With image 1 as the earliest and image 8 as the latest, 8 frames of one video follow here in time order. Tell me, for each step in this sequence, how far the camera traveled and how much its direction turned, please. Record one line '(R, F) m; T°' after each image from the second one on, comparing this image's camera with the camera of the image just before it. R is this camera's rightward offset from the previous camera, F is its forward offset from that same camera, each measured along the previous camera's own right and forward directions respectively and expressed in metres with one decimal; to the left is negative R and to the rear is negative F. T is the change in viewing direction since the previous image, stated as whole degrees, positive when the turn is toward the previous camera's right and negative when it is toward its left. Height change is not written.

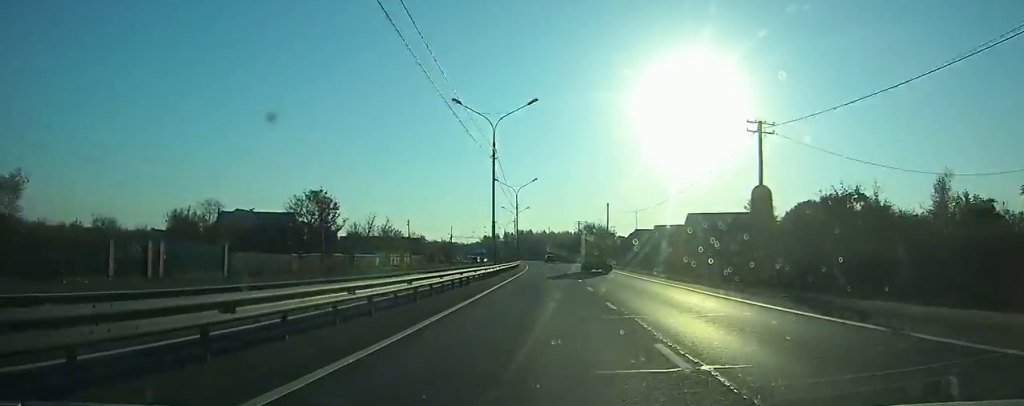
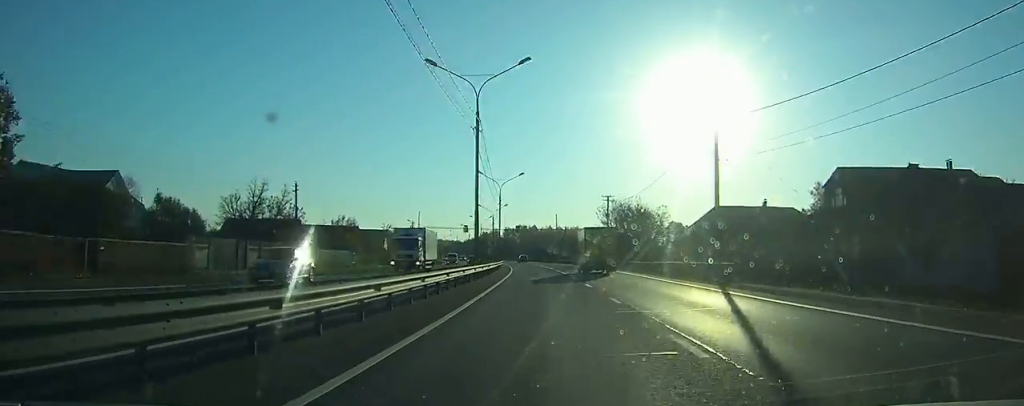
(-0.1, +46.6) m; -1°
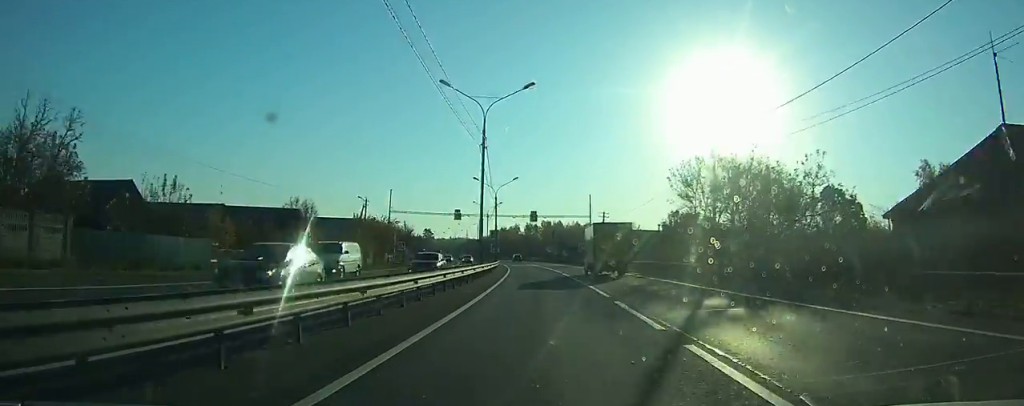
(-0.5, +36.5) m; -2°
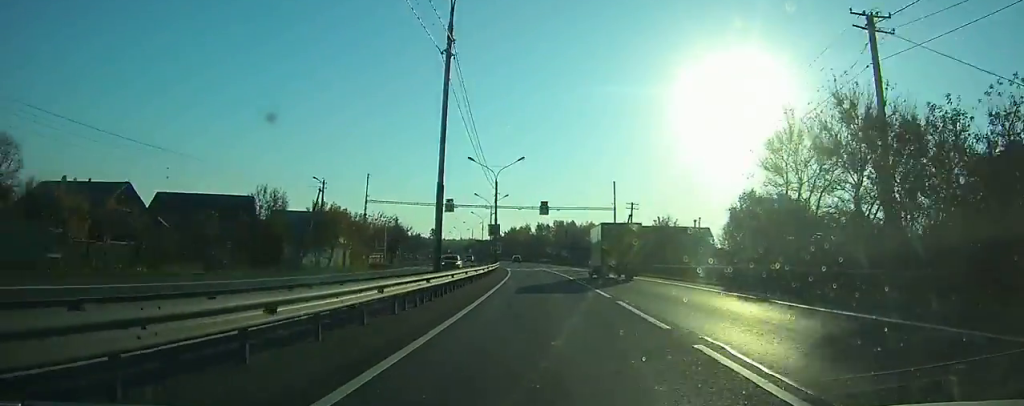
(-0.1, +15.7) m; -1°
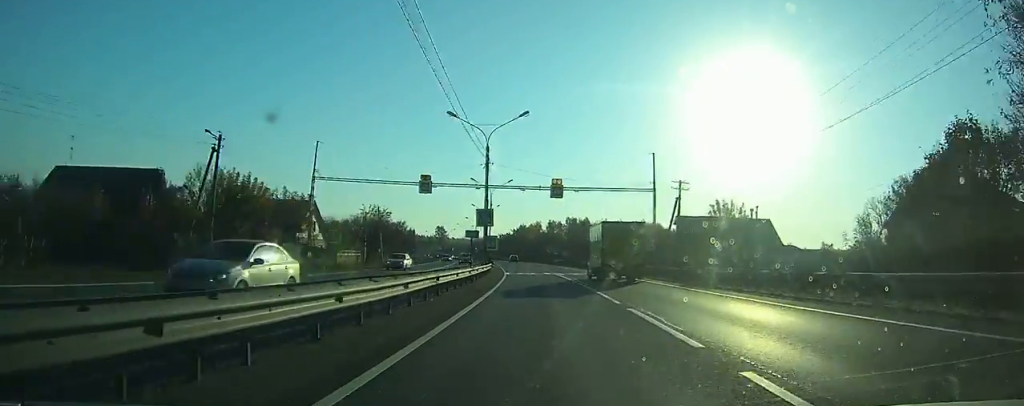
(-0.1, +18.0) m; -1°
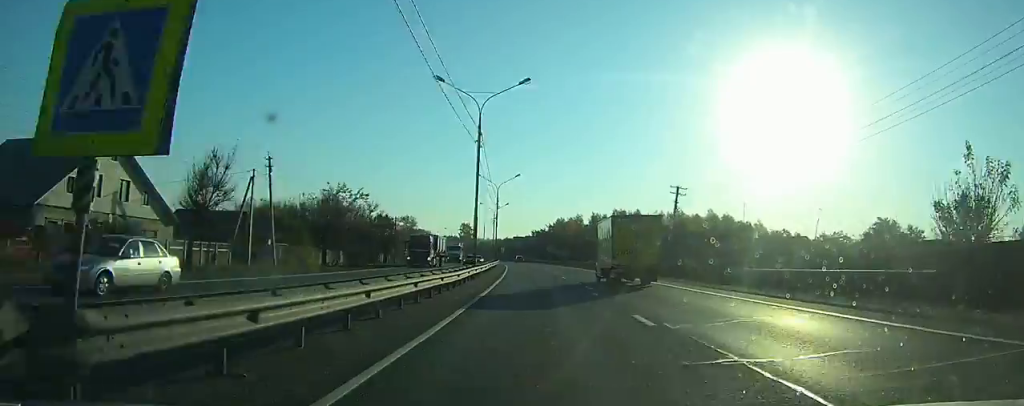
(-1.4, +45.3) m; -4°
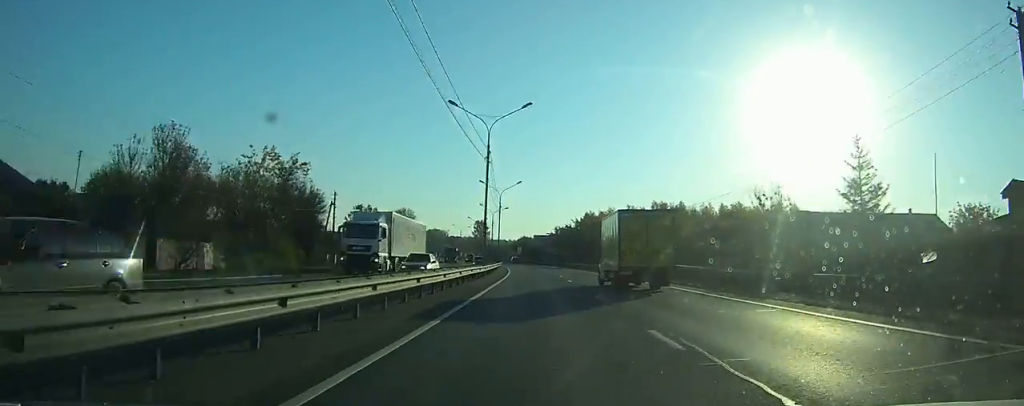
(-0.9, +34.5) m; -3°
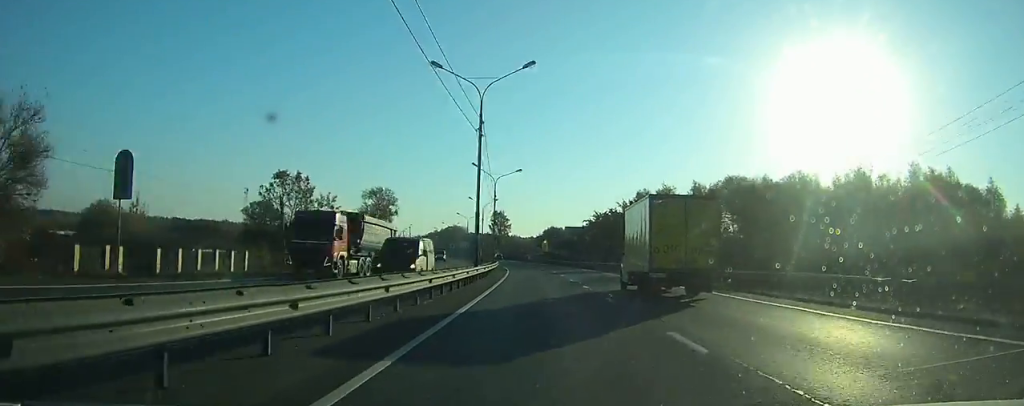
(-1.1, +47.9) m; -3°
